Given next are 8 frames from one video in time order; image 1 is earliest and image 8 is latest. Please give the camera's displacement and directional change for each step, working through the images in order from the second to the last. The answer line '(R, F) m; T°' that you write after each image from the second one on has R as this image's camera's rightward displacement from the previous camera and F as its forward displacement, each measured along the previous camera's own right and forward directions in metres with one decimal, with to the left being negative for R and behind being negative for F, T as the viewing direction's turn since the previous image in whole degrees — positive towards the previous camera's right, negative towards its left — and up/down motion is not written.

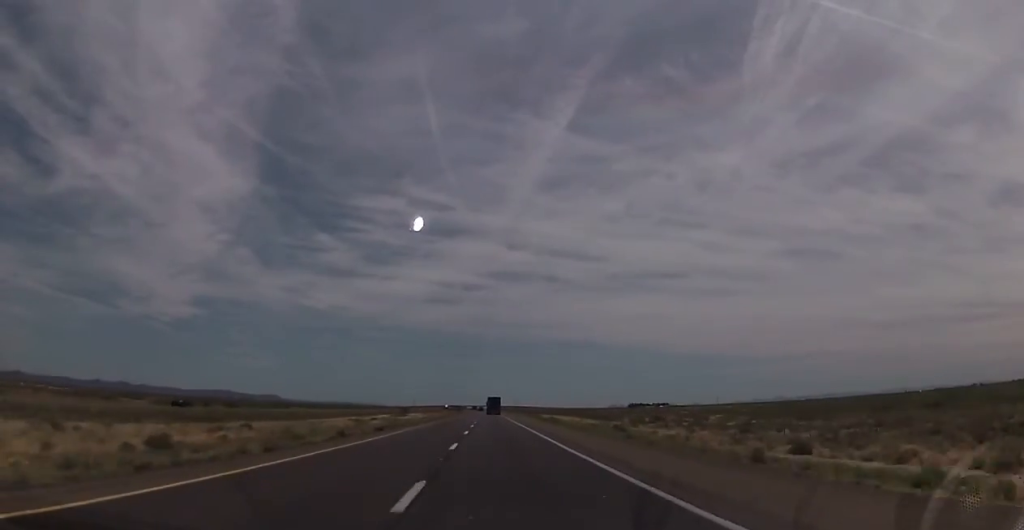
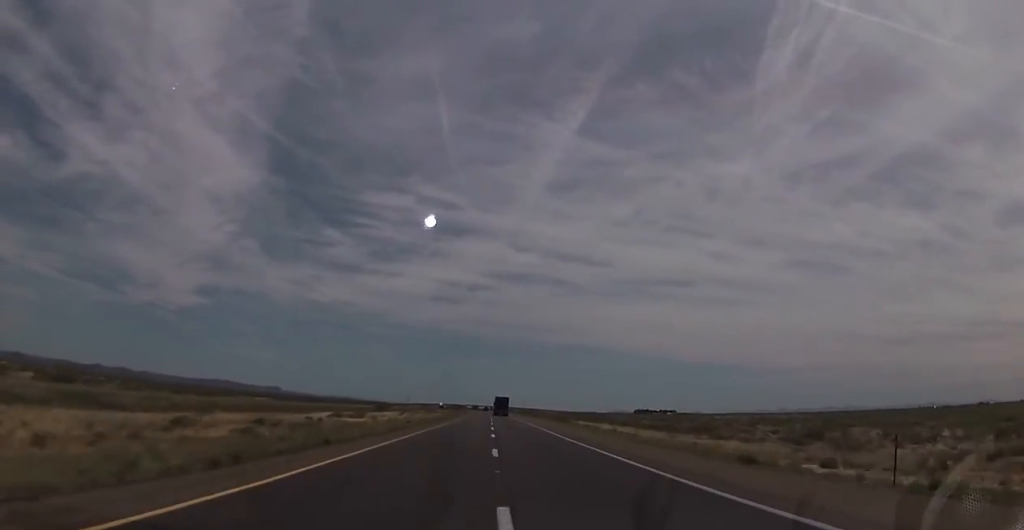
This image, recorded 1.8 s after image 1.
(-0.3, +64.3) m; -1°
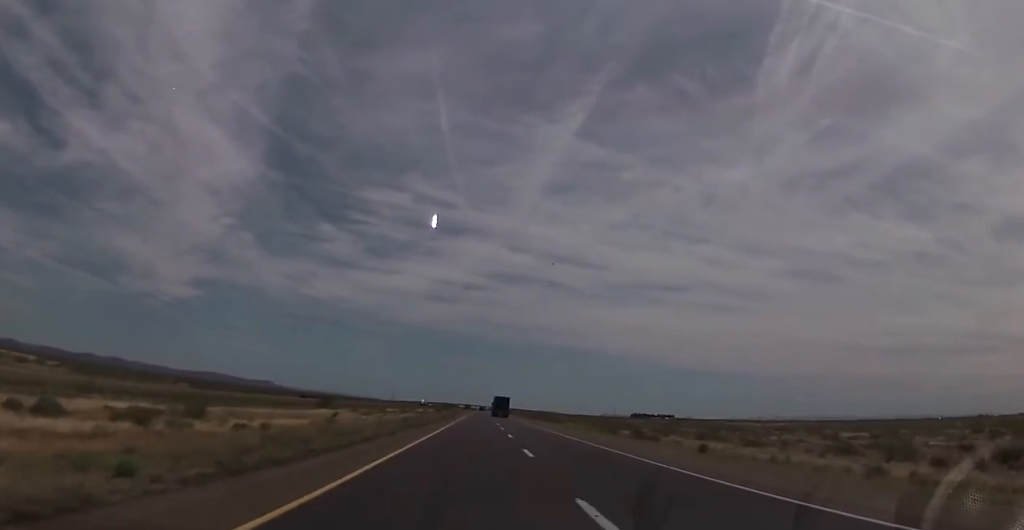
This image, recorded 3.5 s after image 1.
(-0.6, +60.5) m; 0°
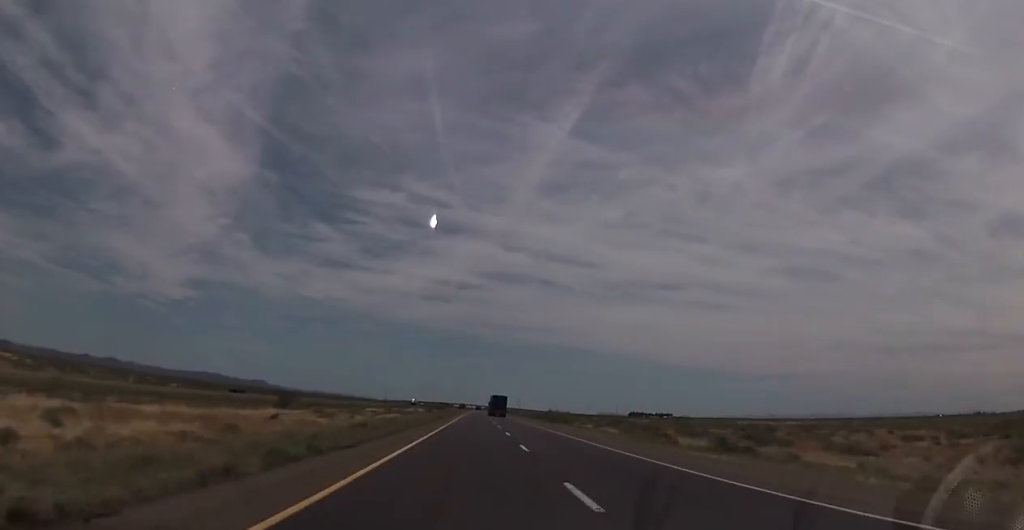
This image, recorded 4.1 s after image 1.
(+0.3, +22.6) m; +1°
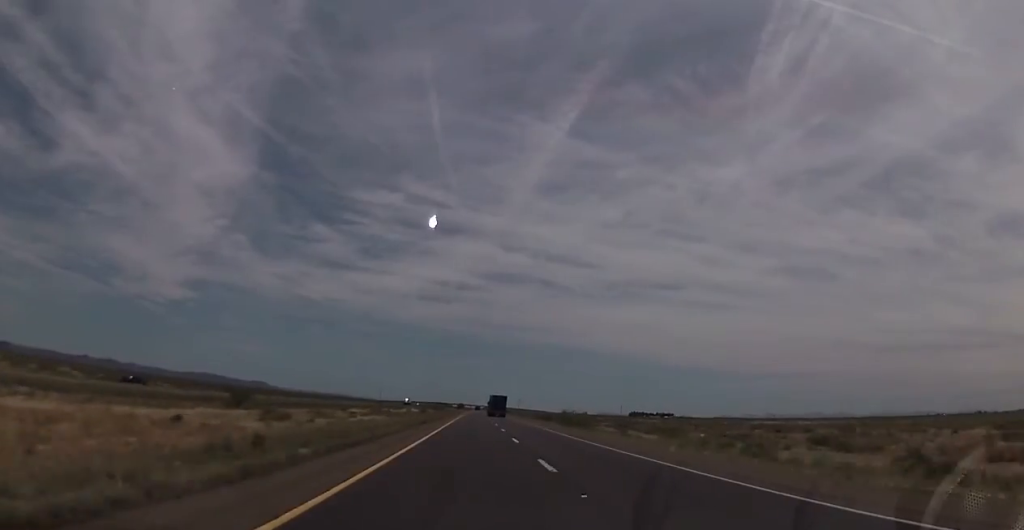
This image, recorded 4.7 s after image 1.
(+0.1, +19.0) m; 0°
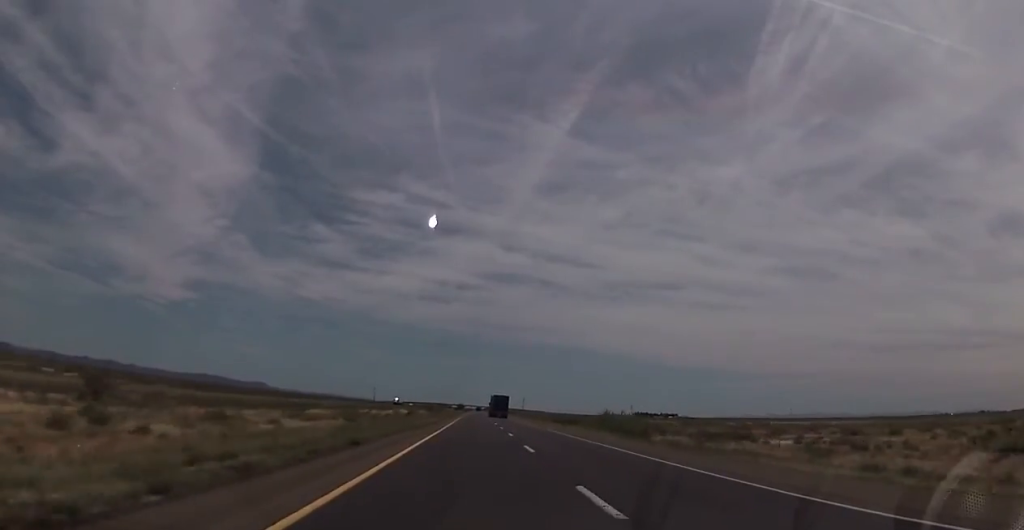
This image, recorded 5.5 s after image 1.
(0.0, +30.8) m; 0°
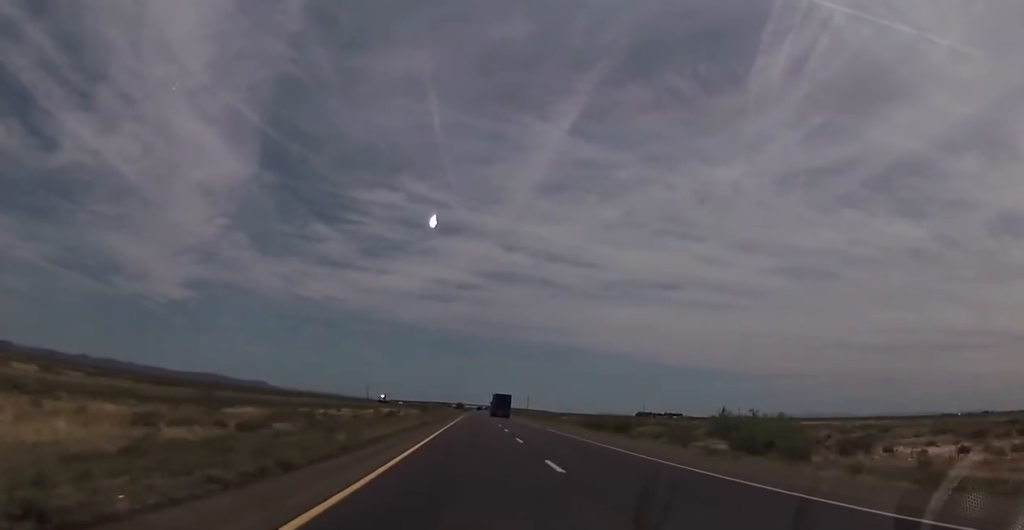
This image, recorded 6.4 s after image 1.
(0.0, +30.8) m; 0°
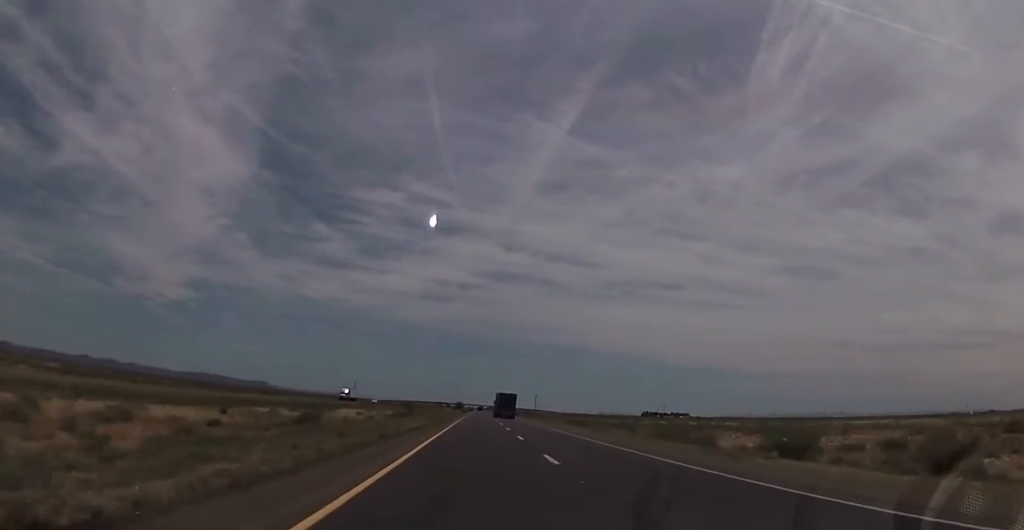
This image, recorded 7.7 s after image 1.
(-0.1, +47.6) m; 0°
